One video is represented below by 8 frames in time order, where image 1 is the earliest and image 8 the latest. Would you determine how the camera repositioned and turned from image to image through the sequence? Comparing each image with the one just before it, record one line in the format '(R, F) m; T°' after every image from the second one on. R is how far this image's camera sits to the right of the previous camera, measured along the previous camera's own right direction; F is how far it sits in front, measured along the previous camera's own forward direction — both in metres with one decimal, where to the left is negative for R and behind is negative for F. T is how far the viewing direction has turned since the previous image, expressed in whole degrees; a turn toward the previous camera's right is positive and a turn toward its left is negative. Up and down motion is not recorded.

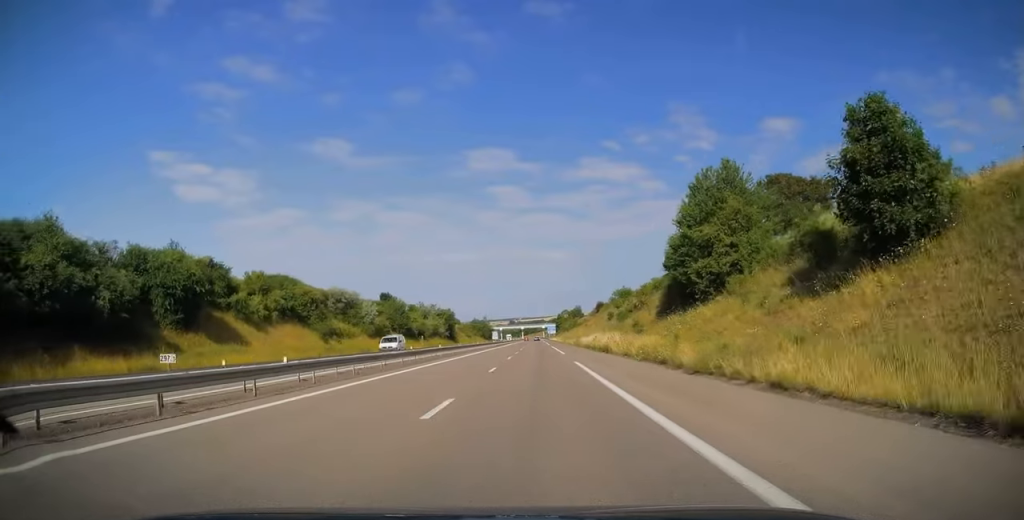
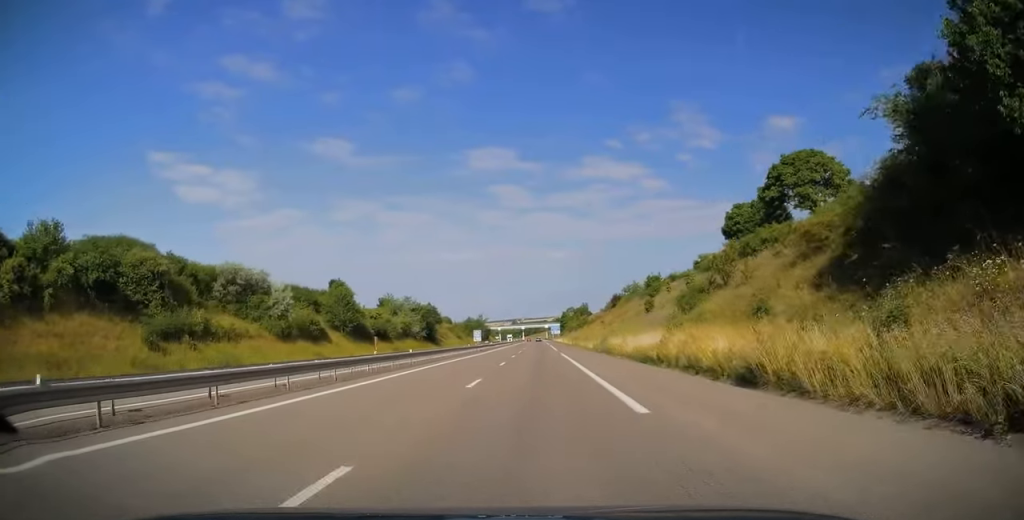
(+0.4, +33.5) m; 0°
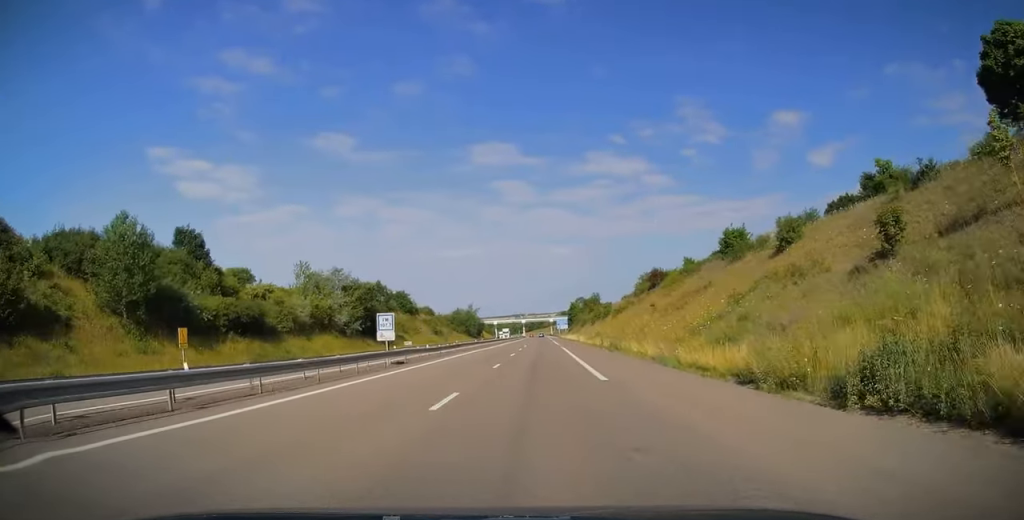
(-0.6, +45.8) m; -1°
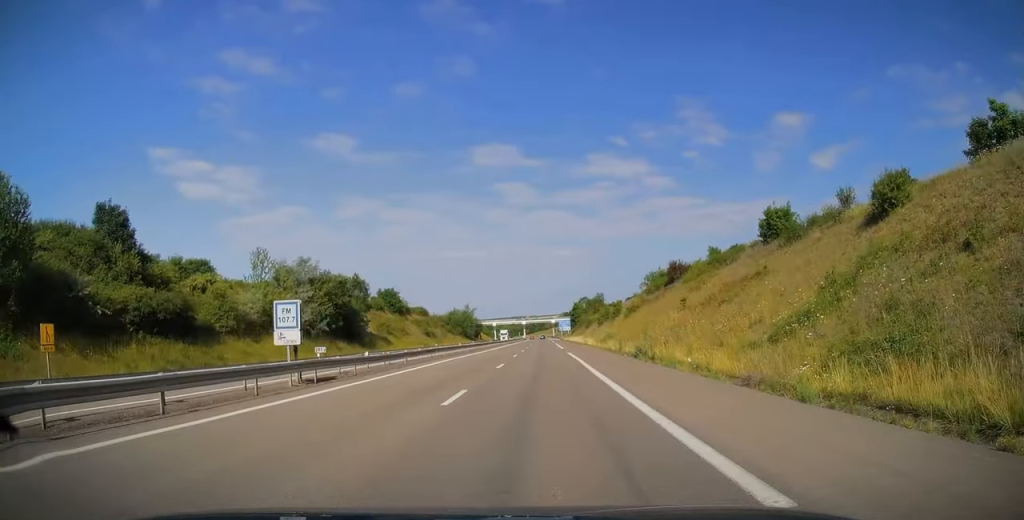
(0.0, +12.3) m; 0°
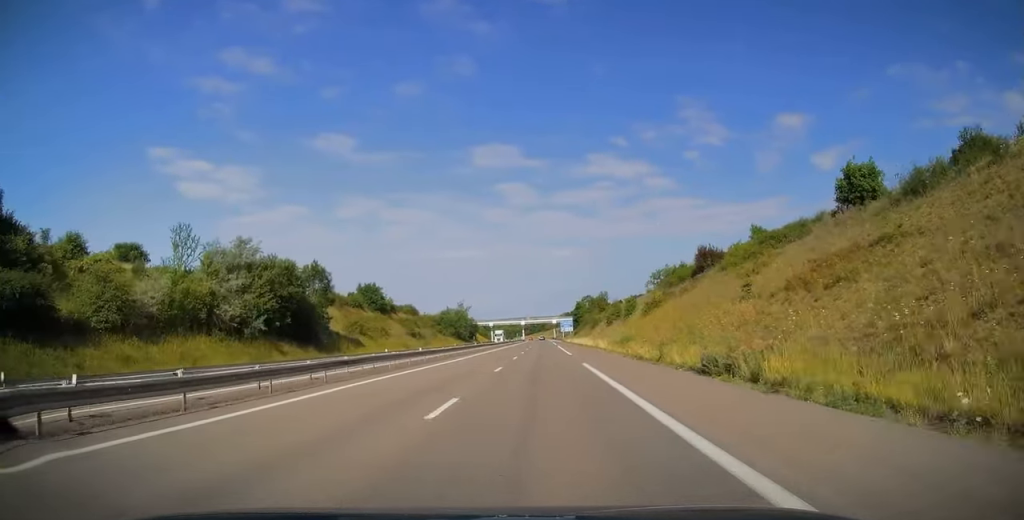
(0.0, +15.3) m; +1°
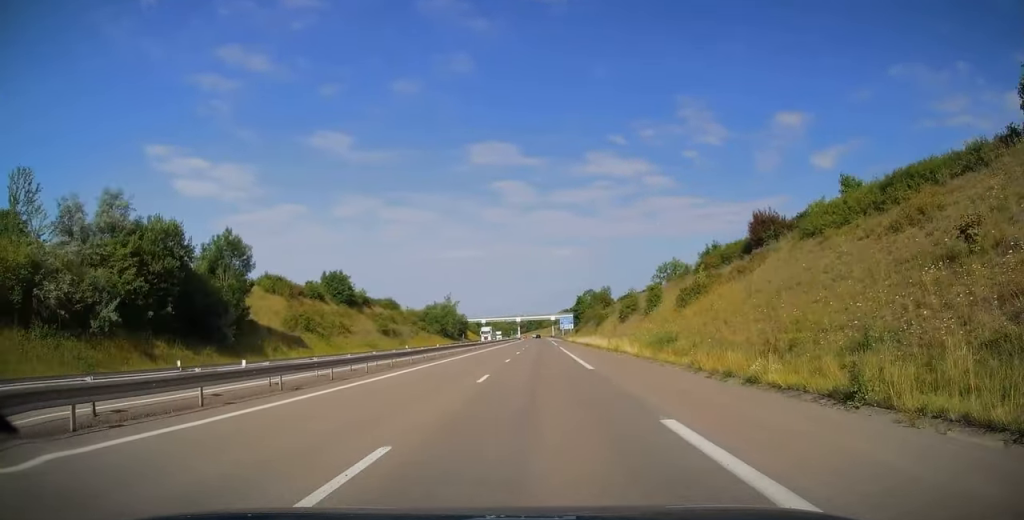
(+0.1, +19.2) m; 0°
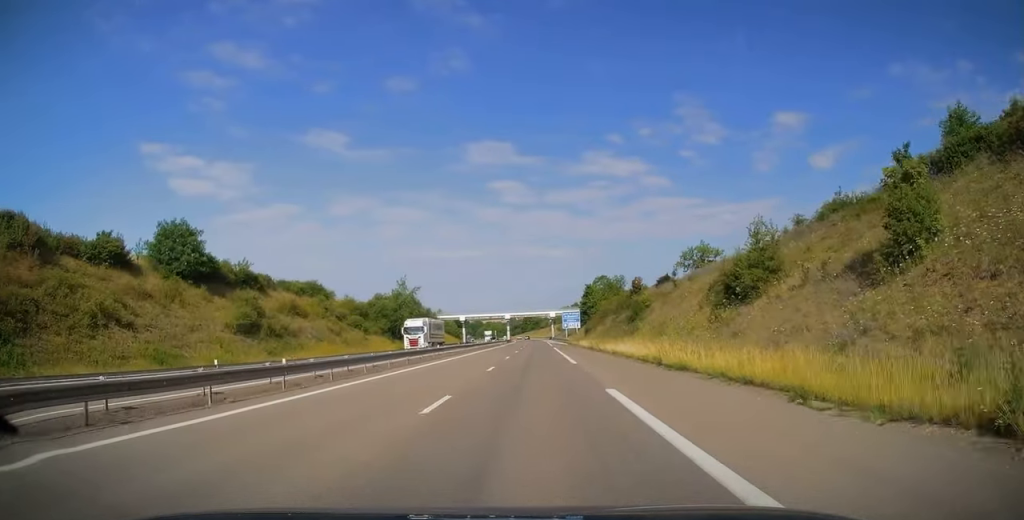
(-0.2, +47.2) m; 0°
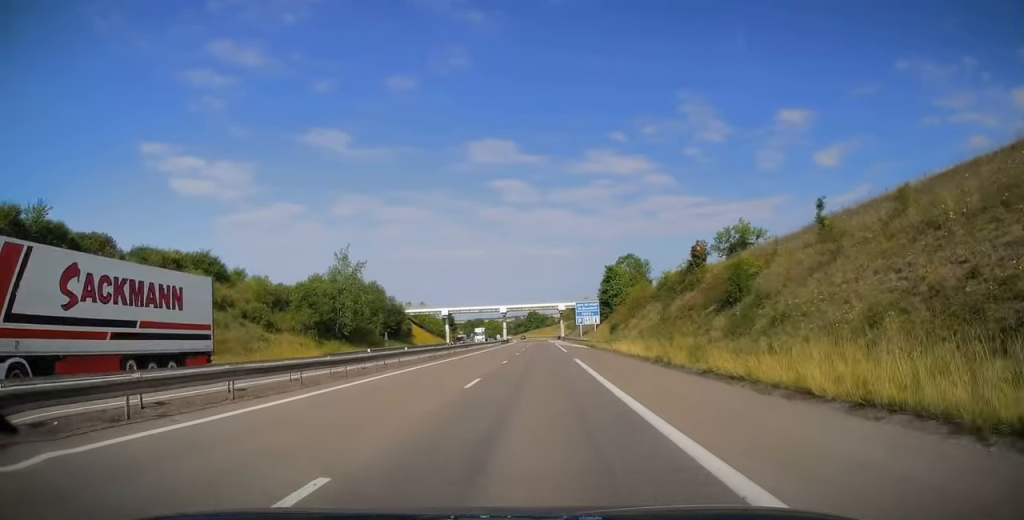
(+0.3, +34.9) m; 0°
